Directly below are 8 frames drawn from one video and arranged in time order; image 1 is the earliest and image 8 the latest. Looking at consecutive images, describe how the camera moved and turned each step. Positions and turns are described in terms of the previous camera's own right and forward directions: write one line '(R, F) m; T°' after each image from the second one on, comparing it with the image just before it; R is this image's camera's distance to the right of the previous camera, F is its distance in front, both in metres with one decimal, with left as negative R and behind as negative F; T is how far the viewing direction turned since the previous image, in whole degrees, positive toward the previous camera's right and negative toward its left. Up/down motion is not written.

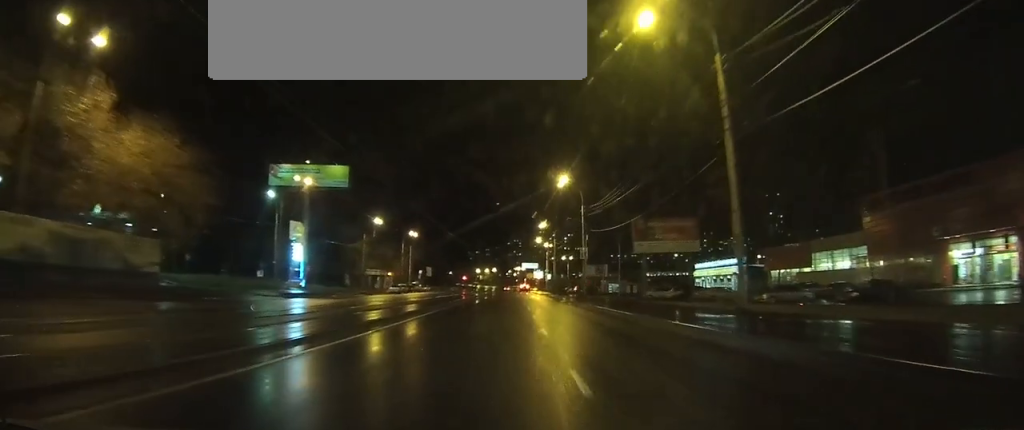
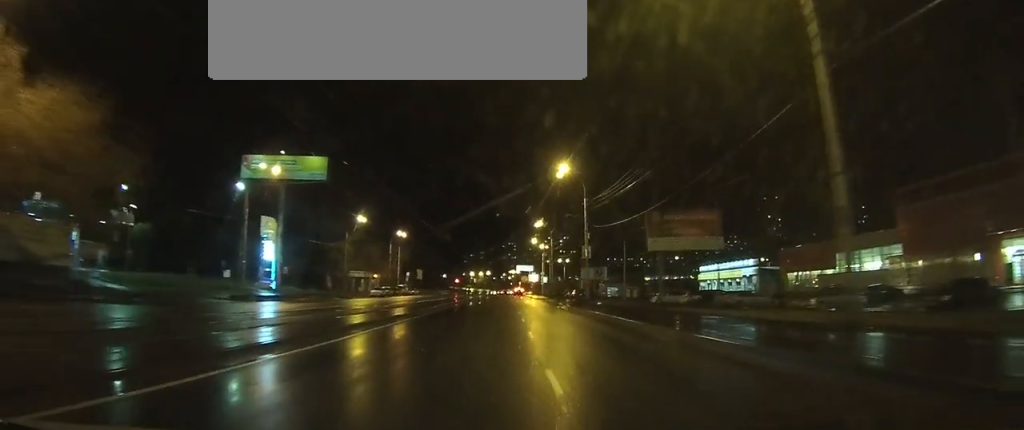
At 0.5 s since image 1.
(0.0, +7.6) m; 0°
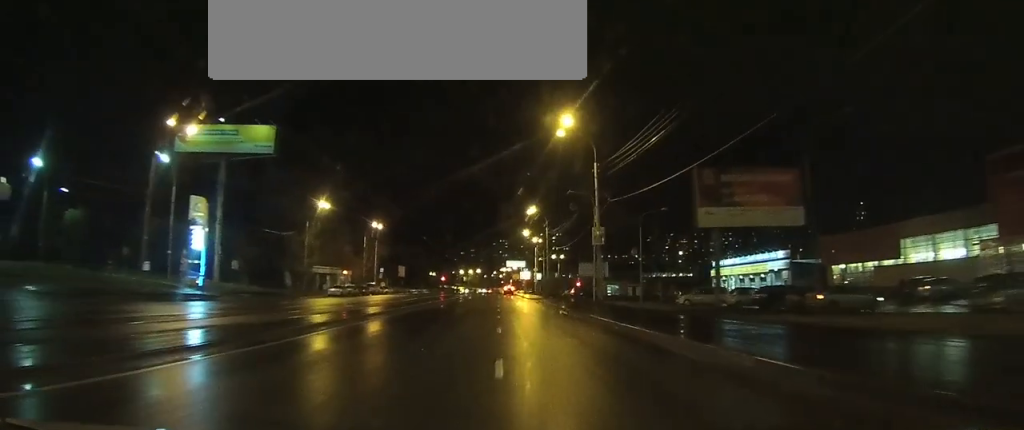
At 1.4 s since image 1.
(0.0, +14.7) m; 0°
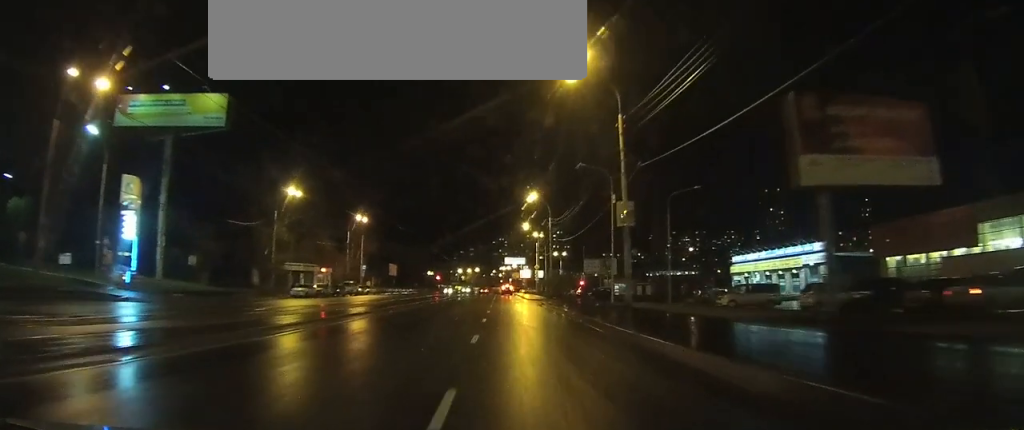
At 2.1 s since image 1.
(0.0, +11.0) m; 0°
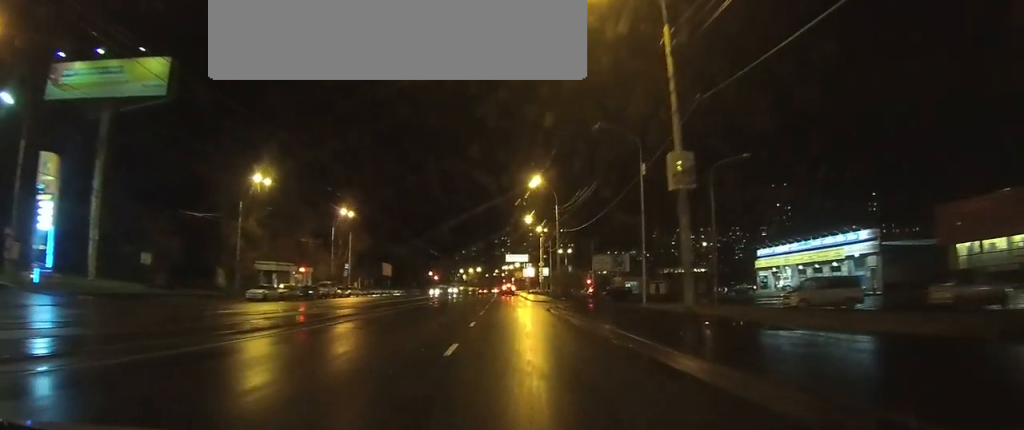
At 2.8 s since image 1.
(-0.1, +9.9) m; 0°
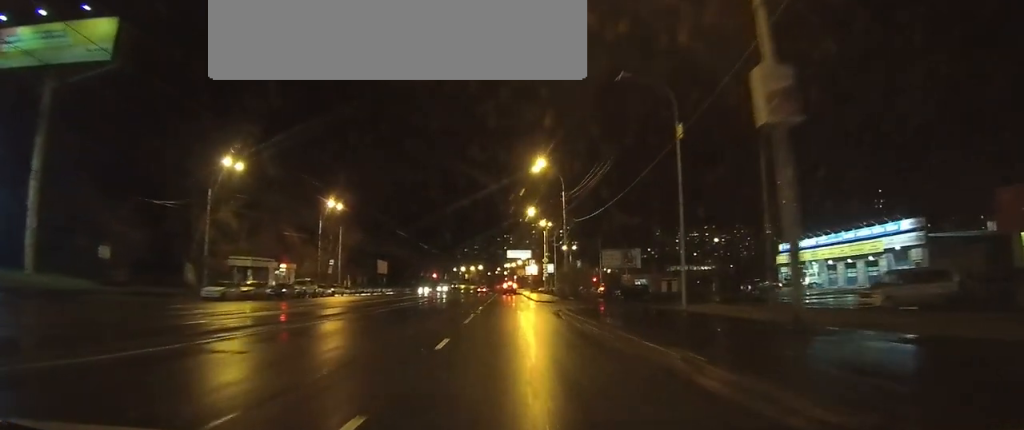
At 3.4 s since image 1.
(0.0, +7.3) m; 0°
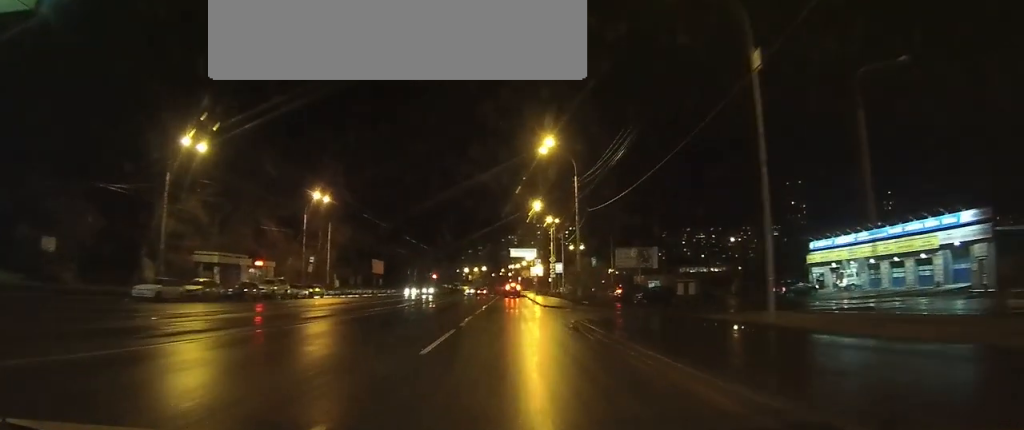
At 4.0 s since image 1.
(0.0, +8.1) m; 0°
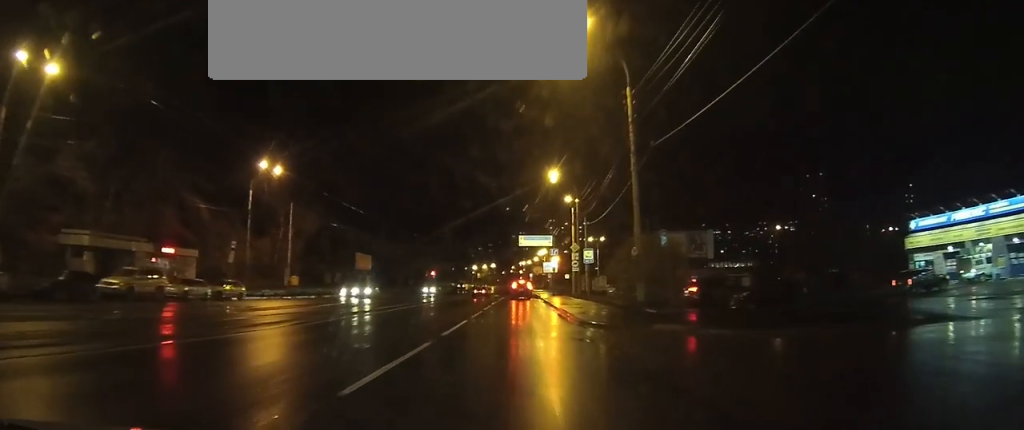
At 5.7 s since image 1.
(-0.2, +19.2) m; -1°
